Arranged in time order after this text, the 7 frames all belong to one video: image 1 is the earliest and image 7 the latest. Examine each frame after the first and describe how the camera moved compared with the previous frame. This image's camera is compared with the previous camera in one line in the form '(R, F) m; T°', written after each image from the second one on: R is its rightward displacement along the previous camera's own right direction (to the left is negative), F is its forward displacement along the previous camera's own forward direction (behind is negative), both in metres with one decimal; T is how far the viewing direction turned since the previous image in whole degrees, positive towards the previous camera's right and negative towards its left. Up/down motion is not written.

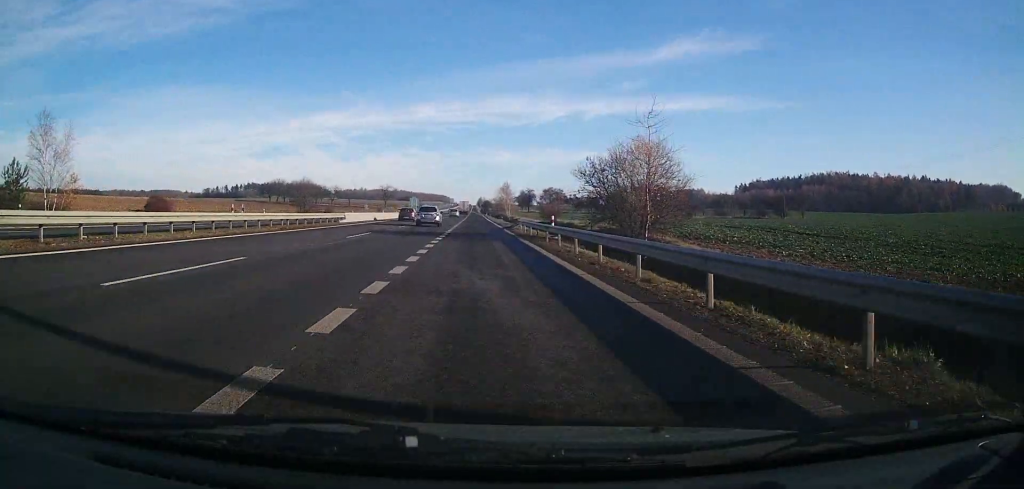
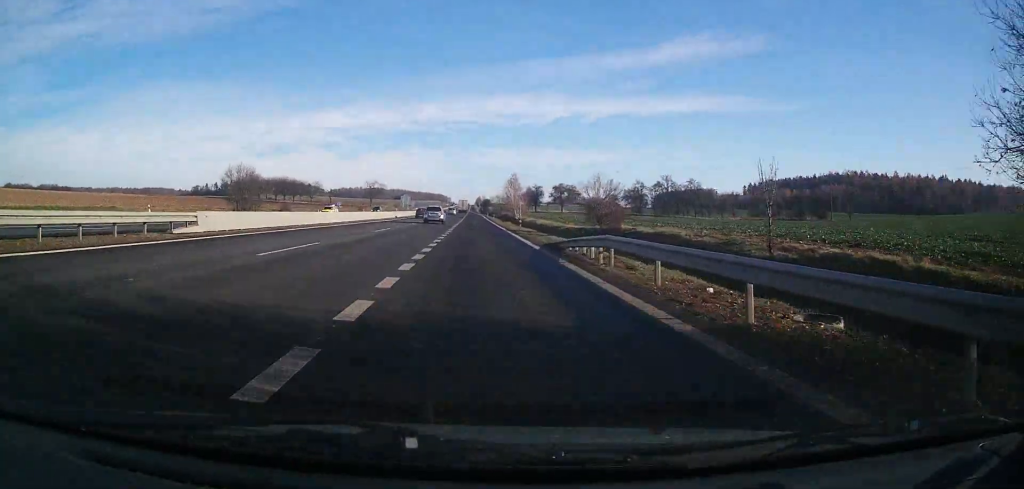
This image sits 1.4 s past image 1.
(0.0, +28.7) m; 0°
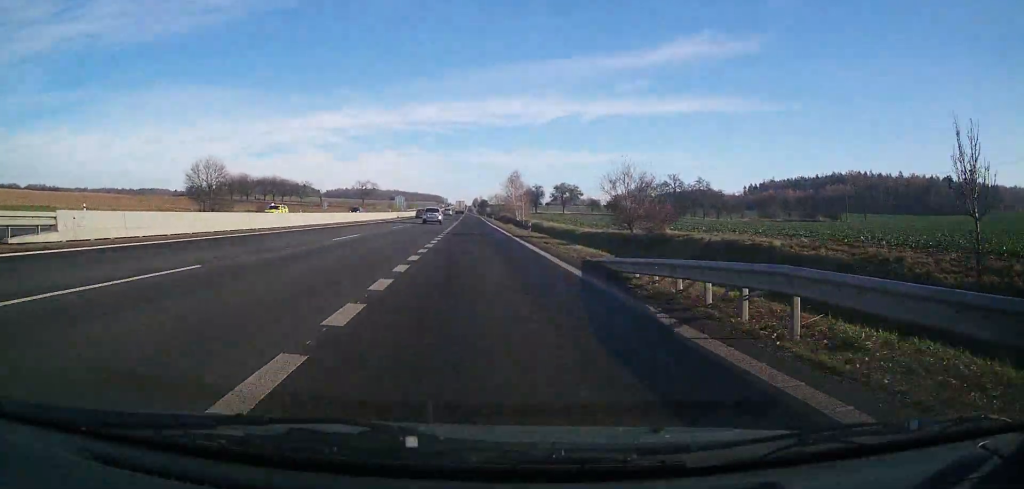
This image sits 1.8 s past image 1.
(0.0, +9.1) m; 0°
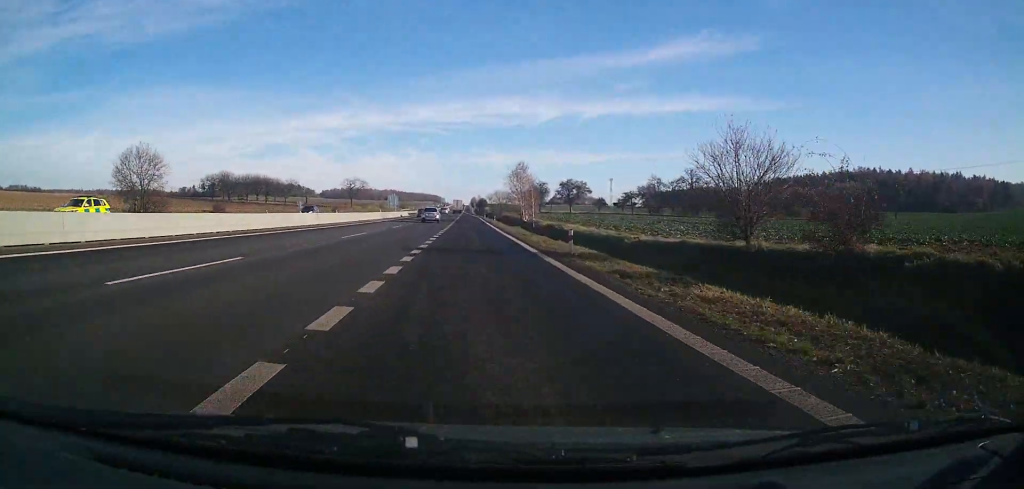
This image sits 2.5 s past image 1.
(0.0, +14.9) m; 0°
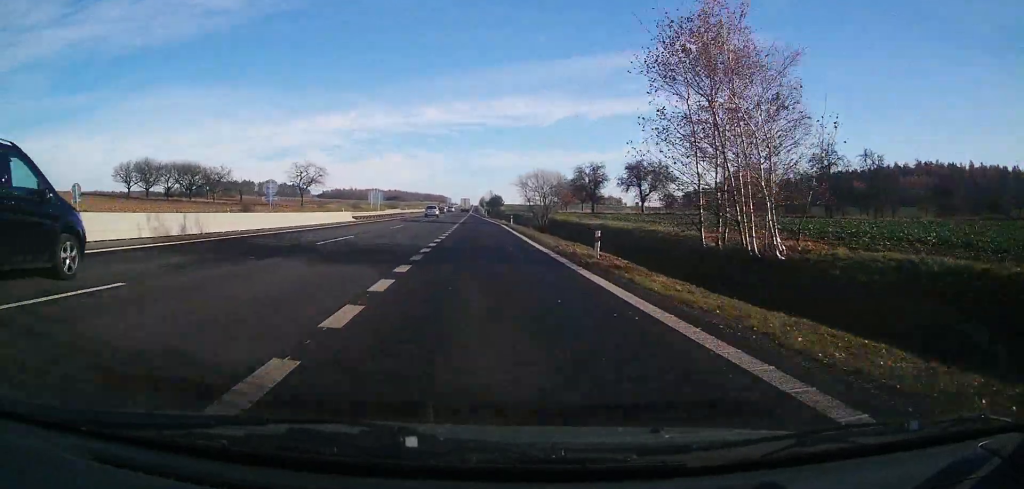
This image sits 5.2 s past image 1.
(0.0, +58.4) m; 0°
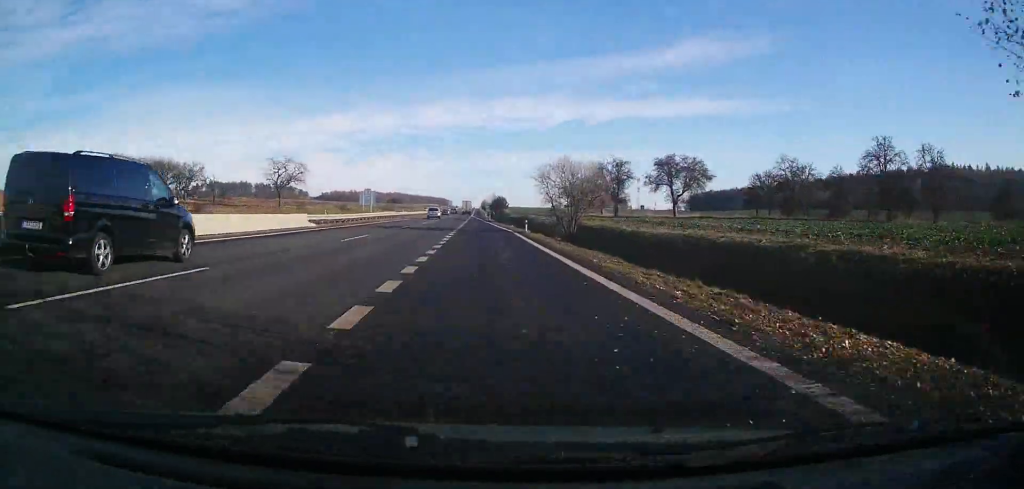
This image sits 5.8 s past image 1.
(0.0, +14.6) m; 0°
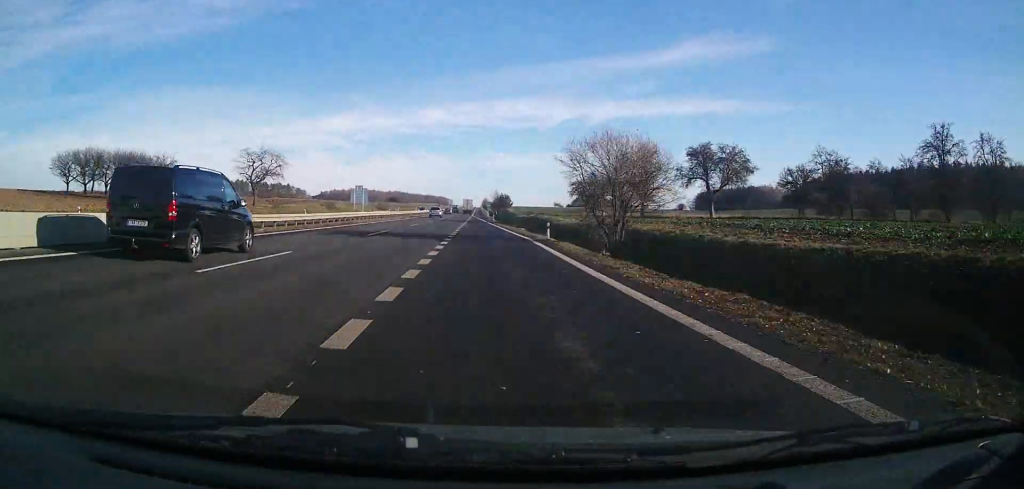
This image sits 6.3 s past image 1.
(0.0, +12.5) m; 0°
